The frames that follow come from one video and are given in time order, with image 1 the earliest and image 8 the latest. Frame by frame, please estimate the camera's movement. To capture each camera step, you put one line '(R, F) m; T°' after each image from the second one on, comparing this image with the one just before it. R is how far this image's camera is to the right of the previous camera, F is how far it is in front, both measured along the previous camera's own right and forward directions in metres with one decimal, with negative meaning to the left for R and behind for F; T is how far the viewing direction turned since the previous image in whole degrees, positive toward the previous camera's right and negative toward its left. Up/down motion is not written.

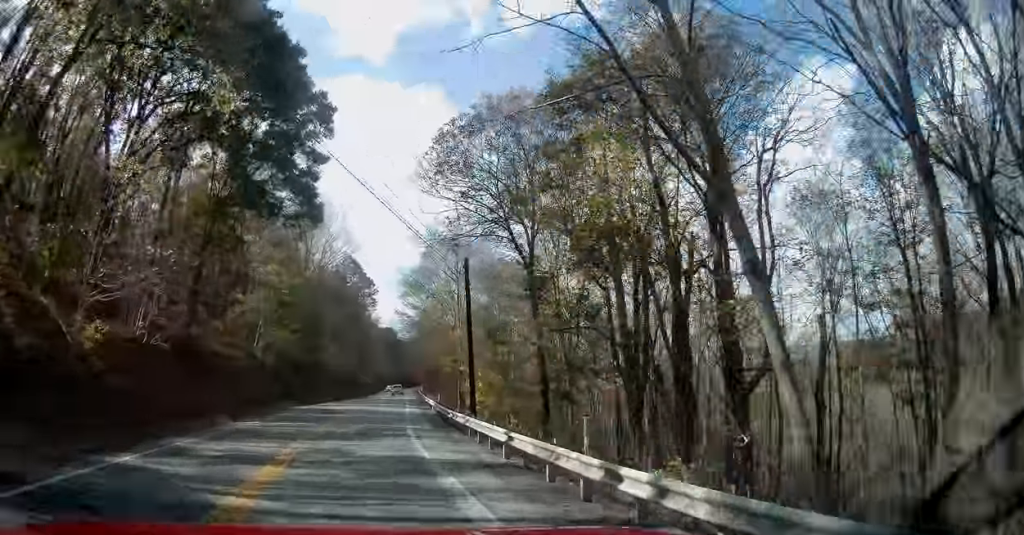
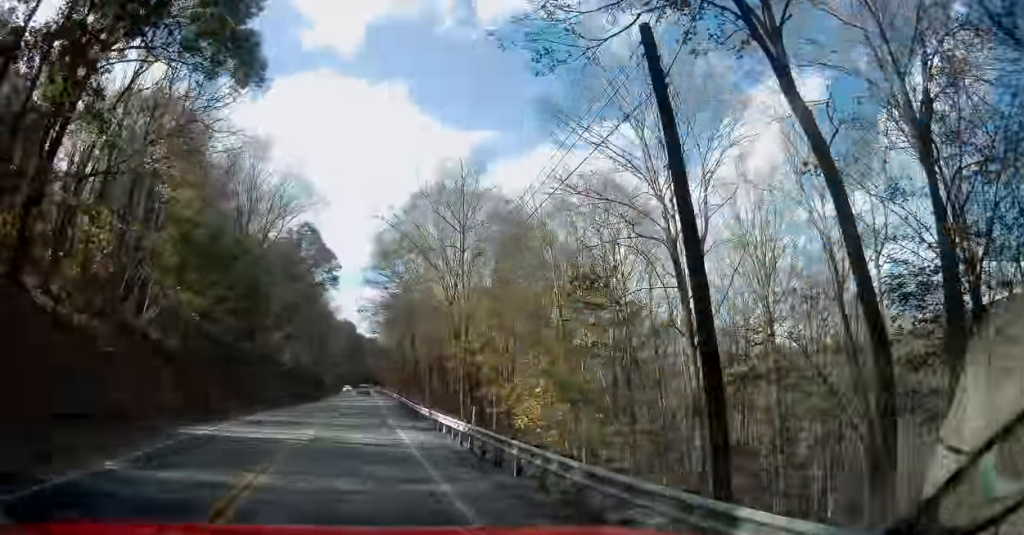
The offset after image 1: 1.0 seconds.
(+0.9, +20.3) m; +4°
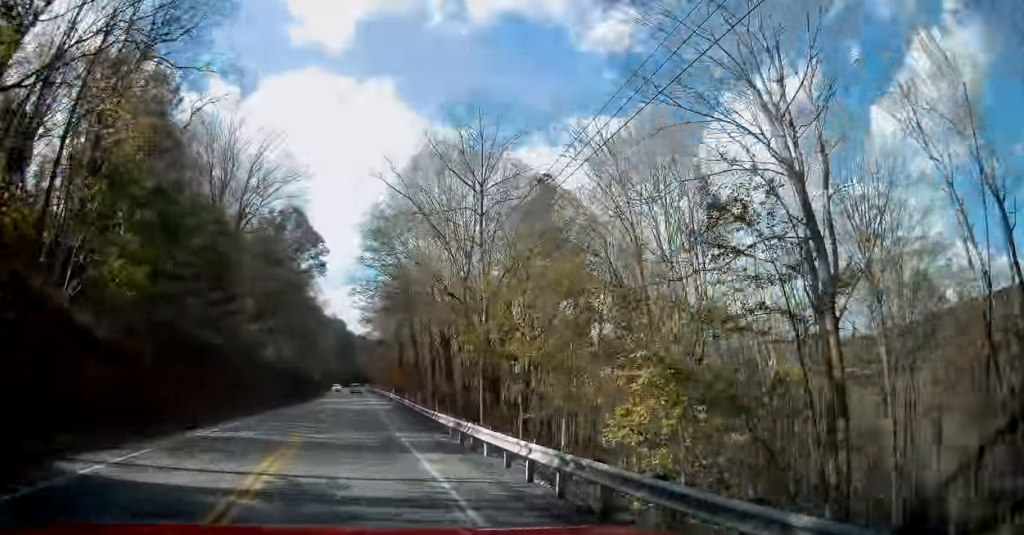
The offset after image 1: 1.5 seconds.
(+0.3, +8.4) m; +1°
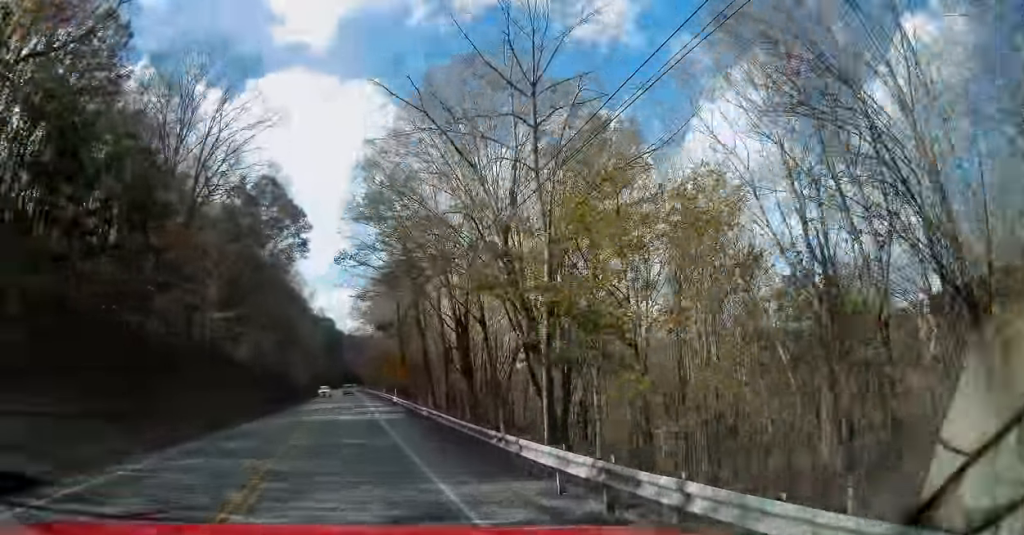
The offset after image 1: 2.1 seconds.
(+0.2, +11.7) m; +1°
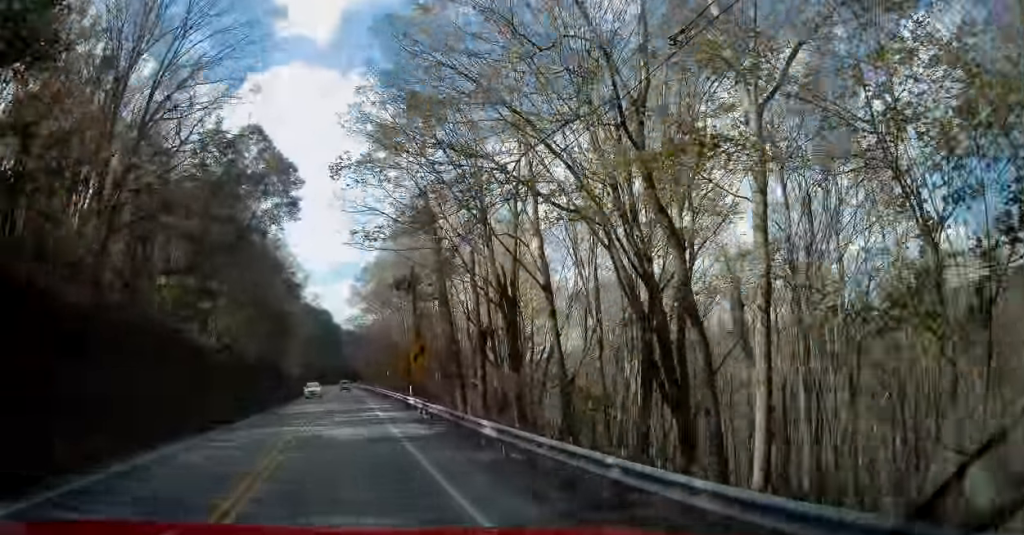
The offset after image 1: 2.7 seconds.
(-0.1, +11.7) m; 0°
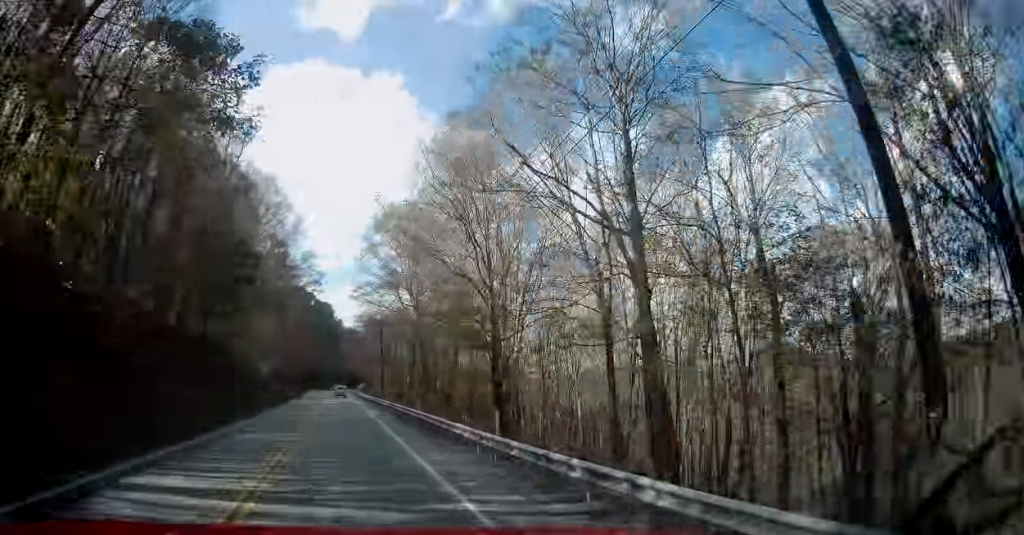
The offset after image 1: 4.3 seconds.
(0.0, +32.8) m; +1°
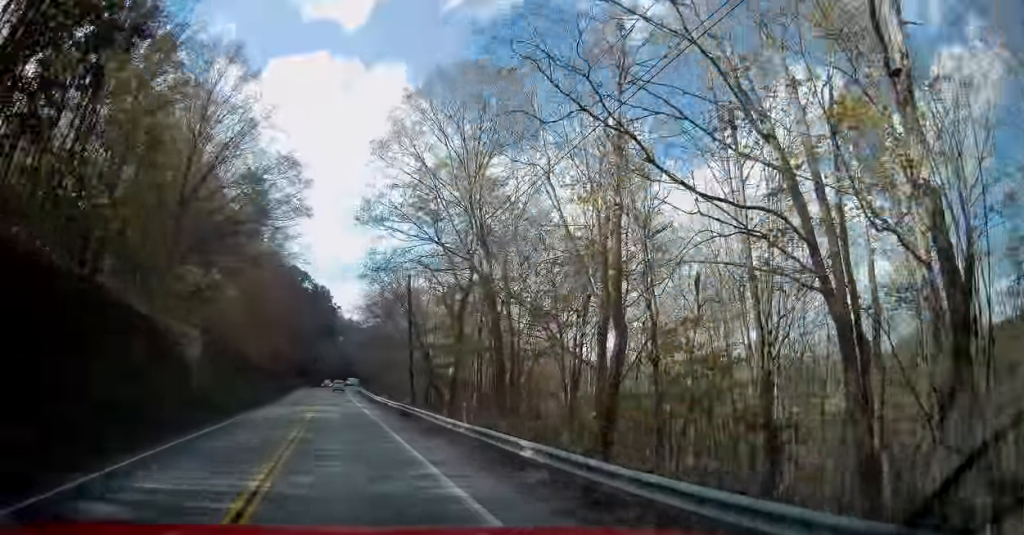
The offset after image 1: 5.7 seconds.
(0.0, +26.3) m; -1°
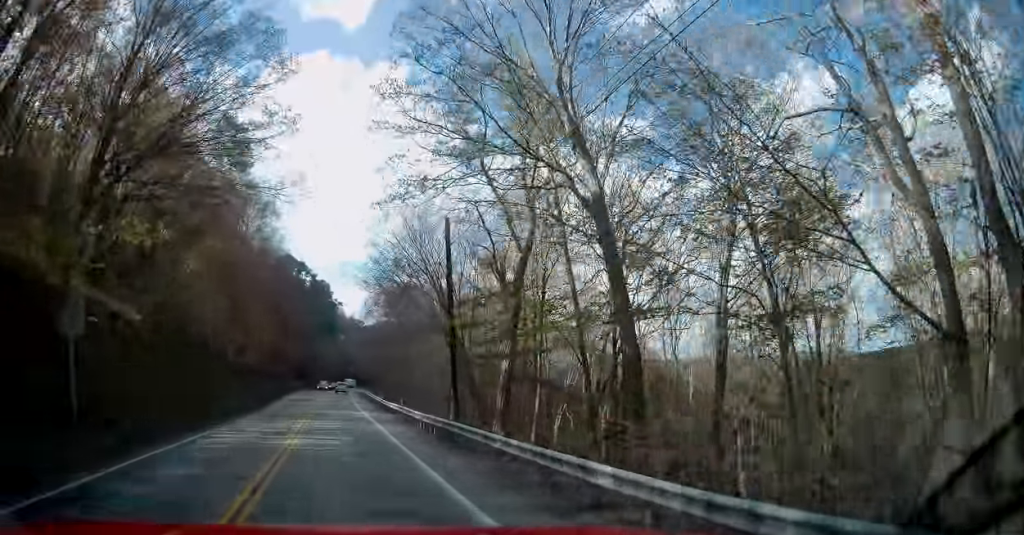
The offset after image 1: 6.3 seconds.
(-0.1, +13.2) m; 0°
